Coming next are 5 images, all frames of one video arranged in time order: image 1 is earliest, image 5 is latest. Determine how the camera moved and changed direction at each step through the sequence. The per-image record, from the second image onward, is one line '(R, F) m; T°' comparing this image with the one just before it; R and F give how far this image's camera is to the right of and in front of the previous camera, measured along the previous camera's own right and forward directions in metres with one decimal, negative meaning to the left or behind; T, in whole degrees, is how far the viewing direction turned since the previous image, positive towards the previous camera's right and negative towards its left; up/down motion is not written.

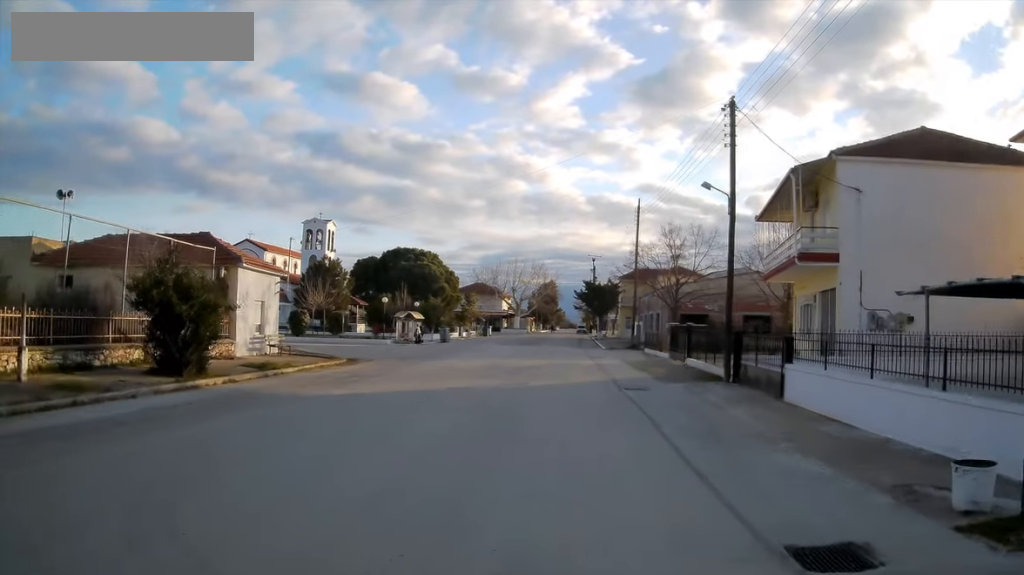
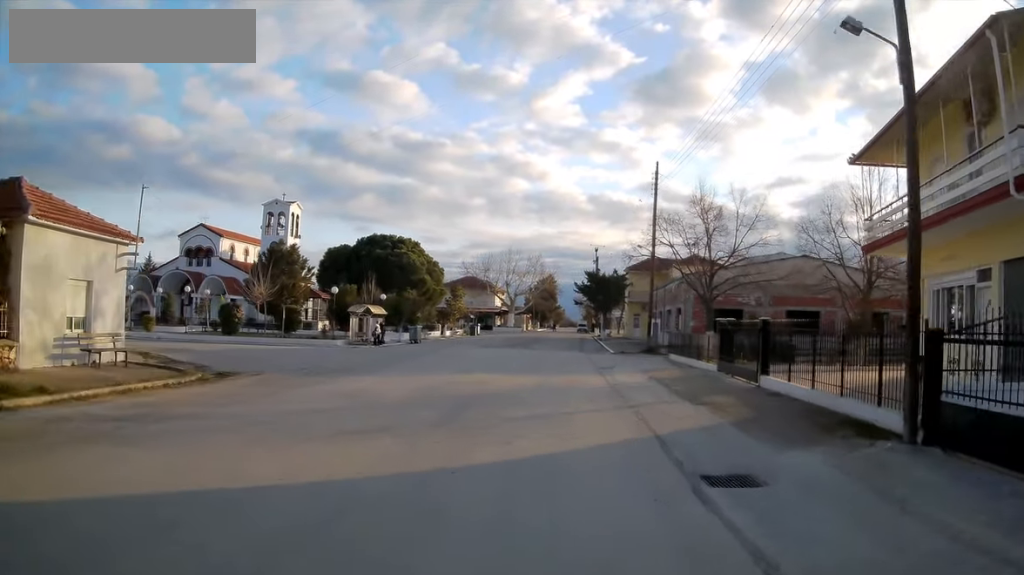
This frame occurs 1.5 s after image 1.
(+0.4, +11.6) m; +3°
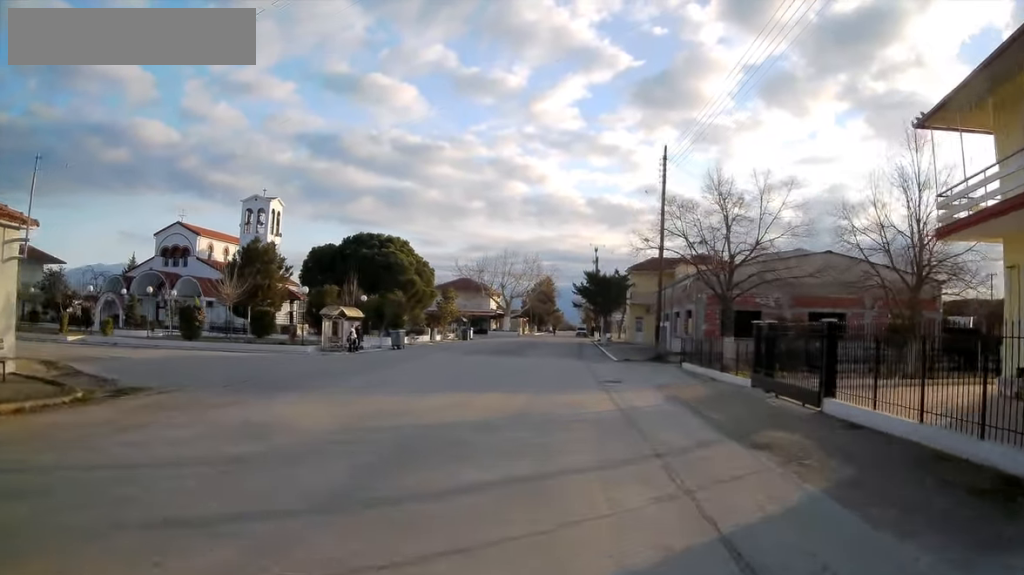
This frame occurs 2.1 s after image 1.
(+0.2, +4.9) m; 0°
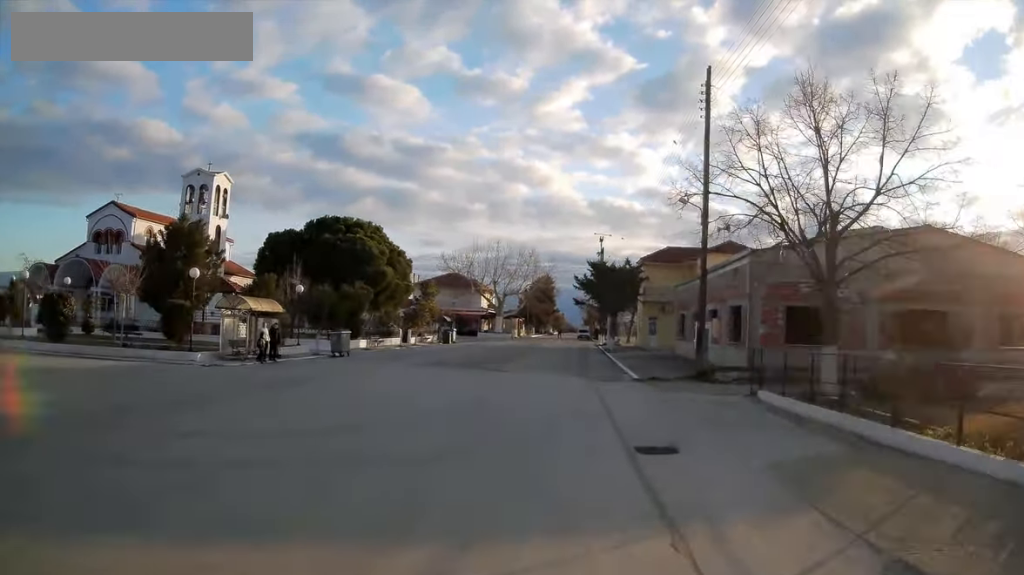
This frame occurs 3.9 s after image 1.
(-0.2, +13.4) m; +5°
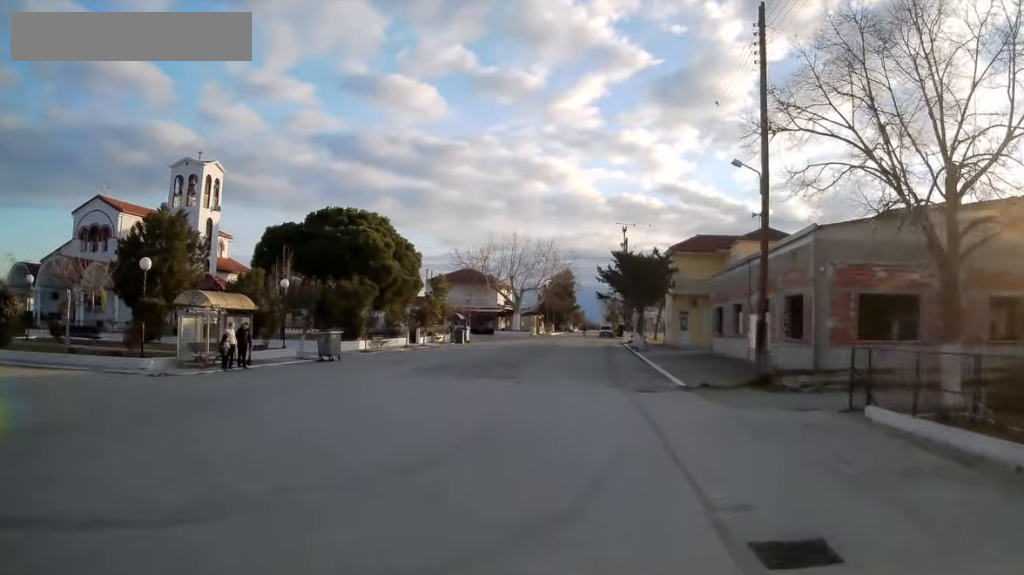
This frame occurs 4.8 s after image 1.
(+0.3, +5.8) m; -2°
